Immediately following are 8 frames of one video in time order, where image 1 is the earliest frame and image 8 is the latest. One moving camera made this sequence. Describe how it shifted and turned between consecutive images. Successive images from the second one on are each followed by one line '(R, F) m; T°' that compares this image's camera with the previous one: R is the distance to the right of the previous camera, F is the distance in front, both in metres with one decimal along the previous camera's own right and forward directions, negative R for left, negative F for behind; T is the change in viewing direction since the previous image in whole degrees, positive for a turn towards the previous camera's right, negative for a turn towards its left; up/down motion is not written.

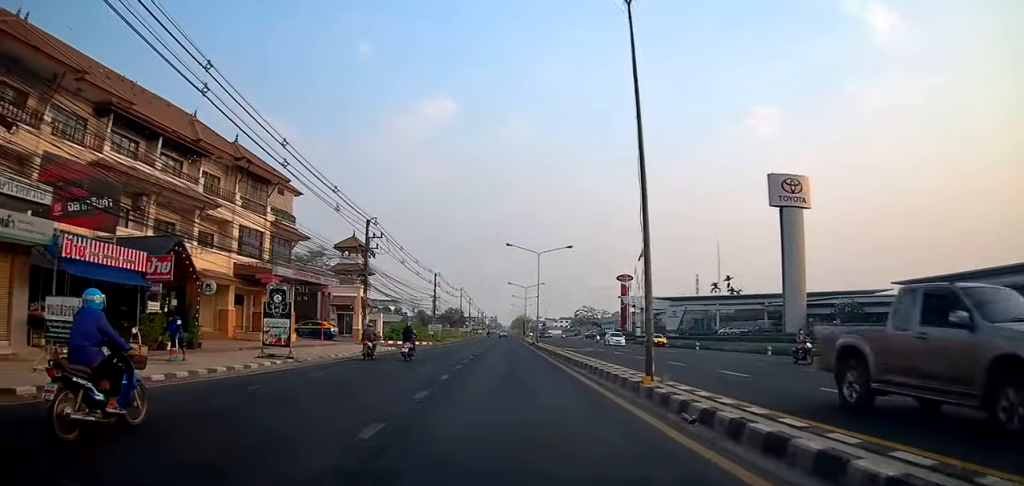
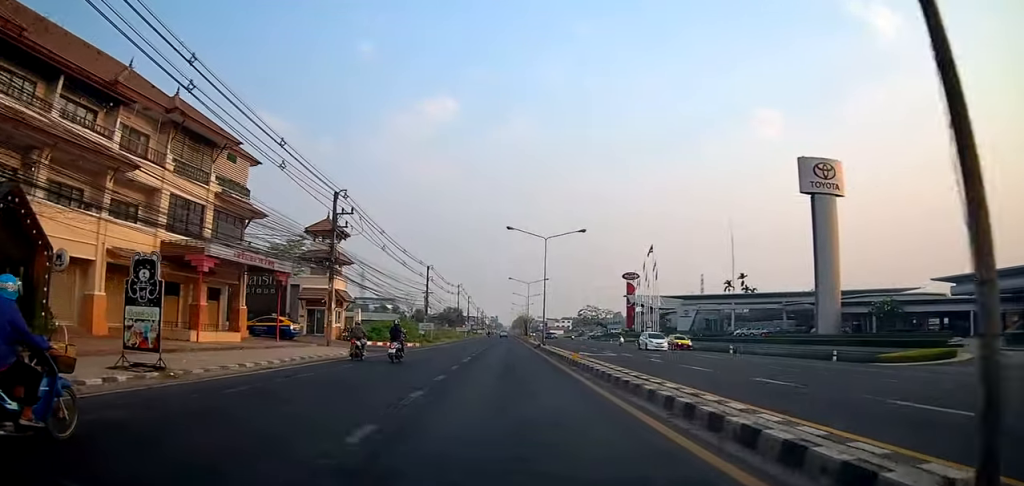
(+0.1, +8.5) m; +1°
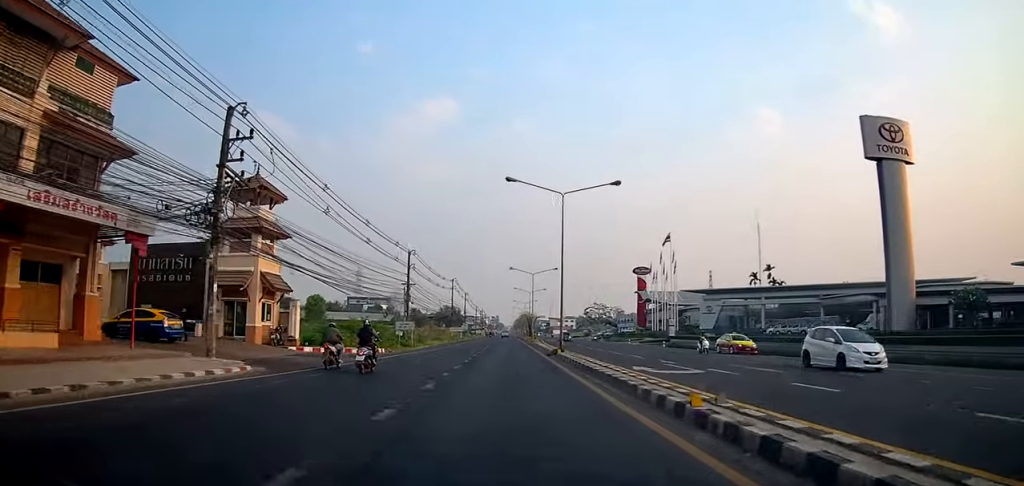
(0.0, +14.7) m; 0°
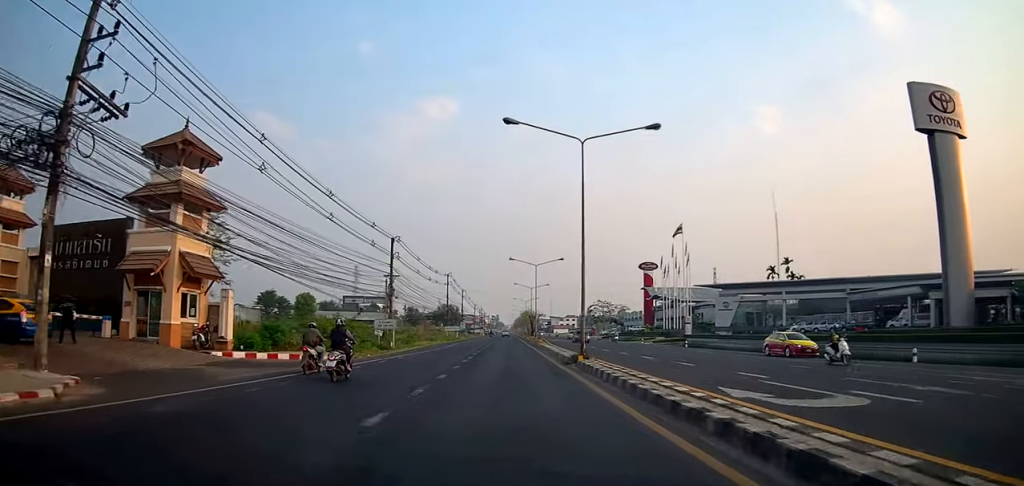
(0.0, +8.6) m; 0°
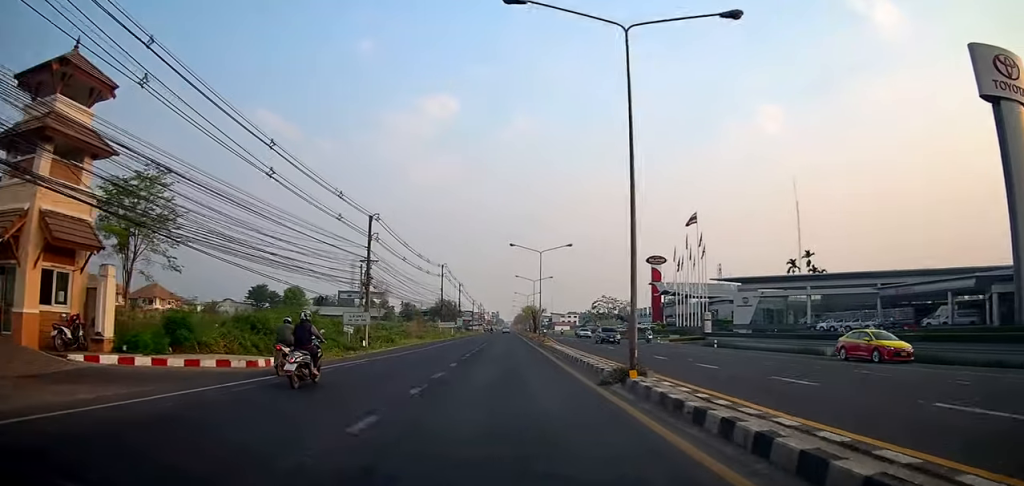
(0.0, +8.6) m; 0°
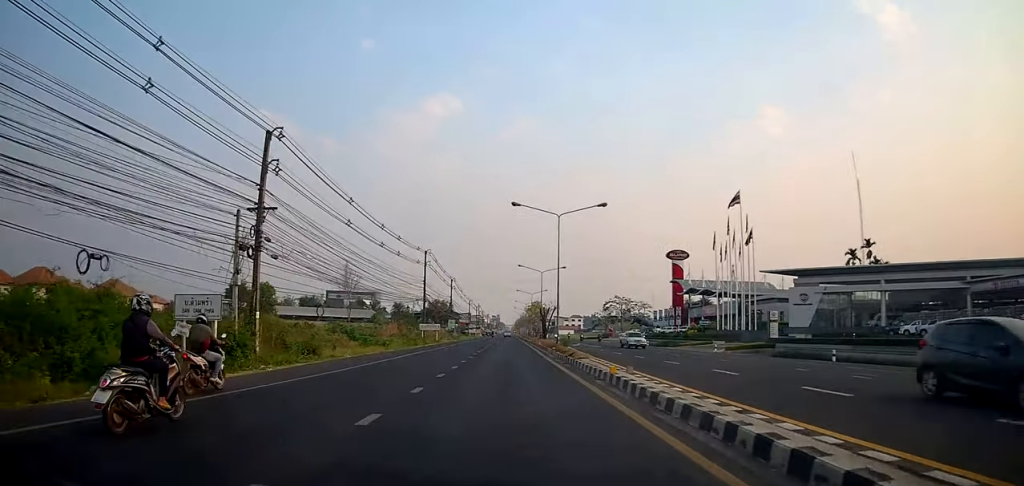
(0.0, +19.5) m; 0°
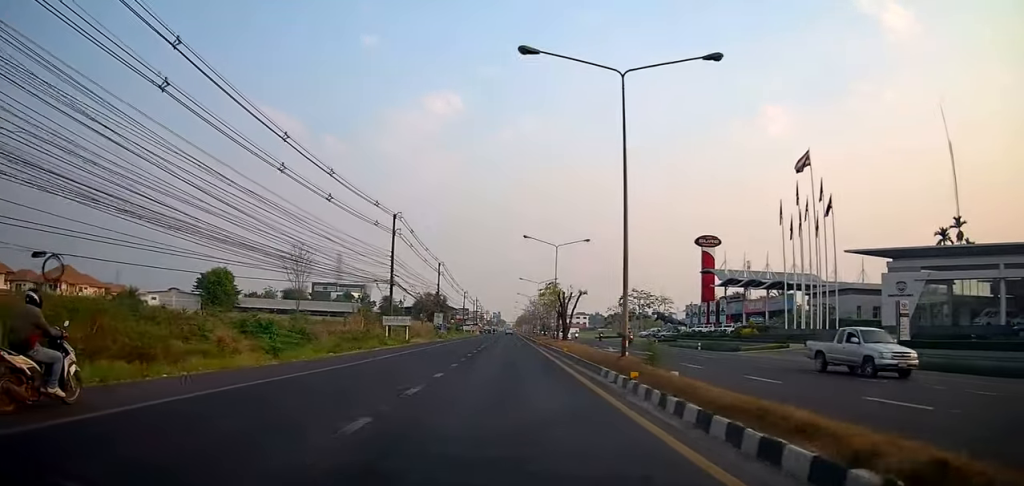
(0.0, +20.5) m; 0°
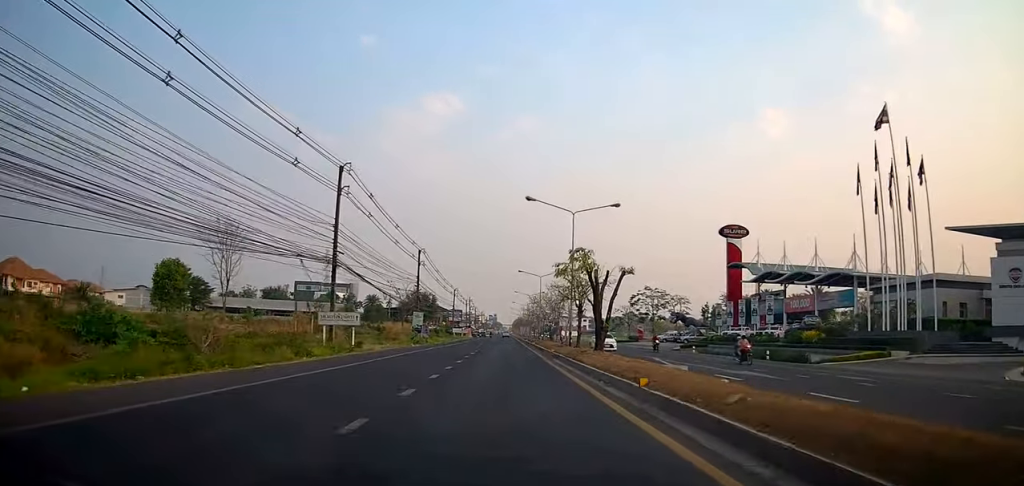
(0.0, +15.9) m; 0°
